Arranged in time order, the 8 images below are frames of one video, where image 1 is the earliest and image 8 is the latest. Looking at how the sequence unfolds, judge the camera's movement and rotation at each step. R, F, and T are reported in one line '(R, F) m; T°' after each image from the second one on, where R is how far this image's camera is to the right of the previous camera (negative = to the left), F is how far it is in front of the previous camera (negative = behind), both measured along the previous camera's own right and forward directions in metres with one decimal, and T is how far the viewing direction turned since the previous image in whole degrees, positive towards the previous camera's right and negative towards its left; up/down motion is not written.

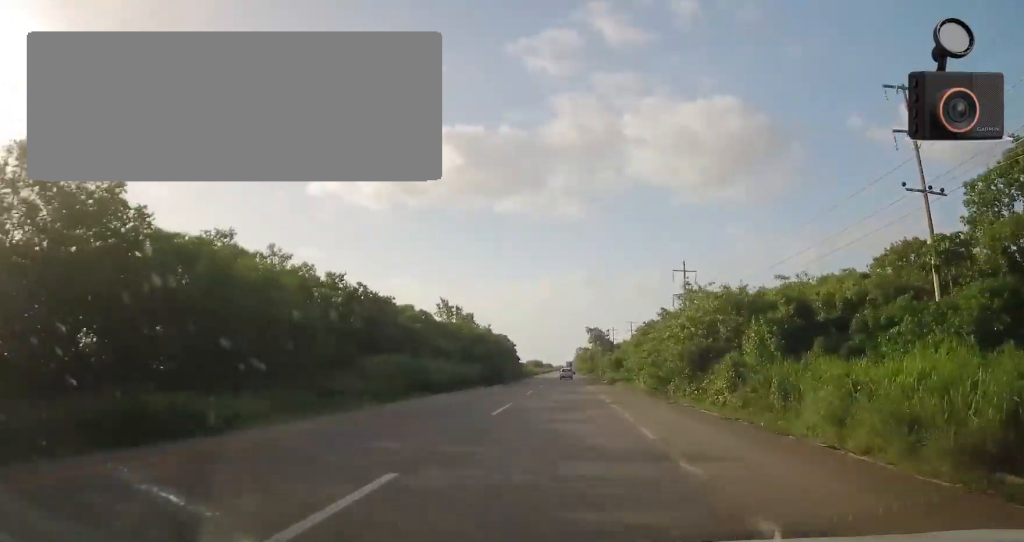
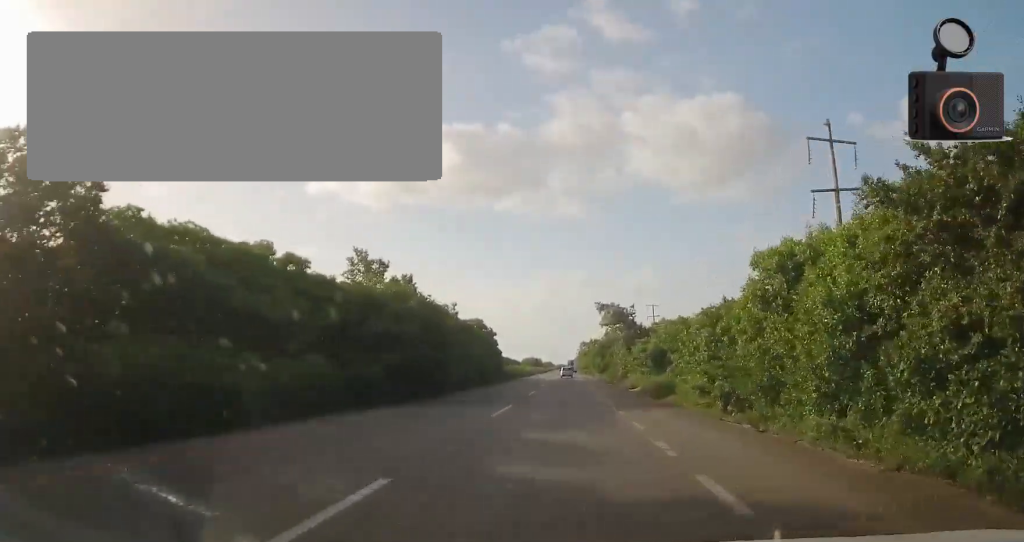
(-0.1, +29.9) m; 0°
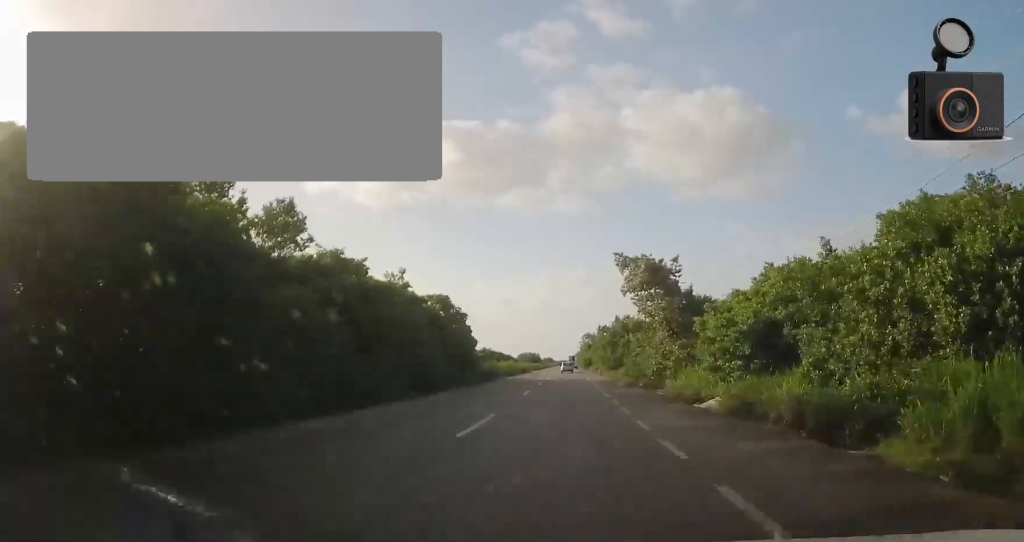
(+0.1, +20.5) m; 0°
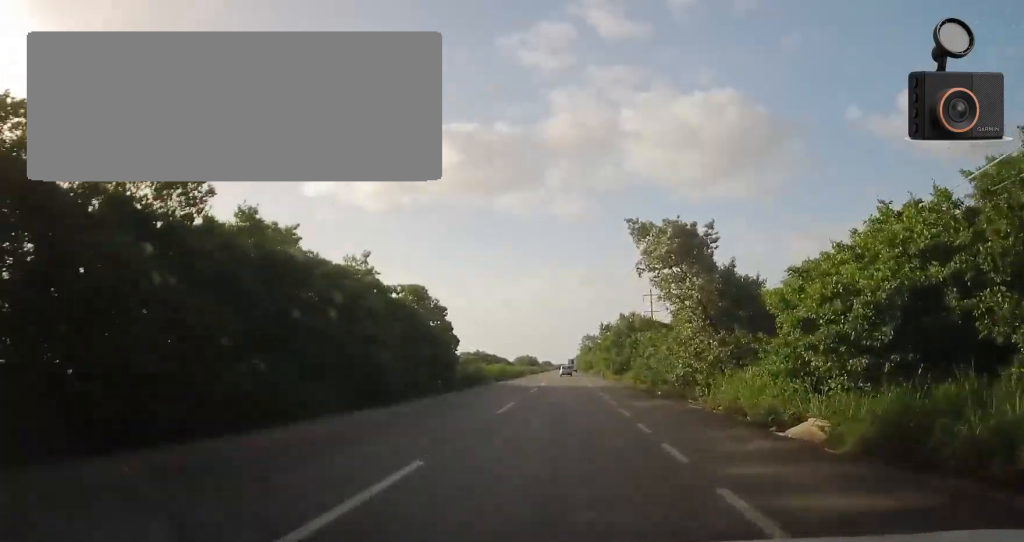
(0.0, +8.1) m; 0°
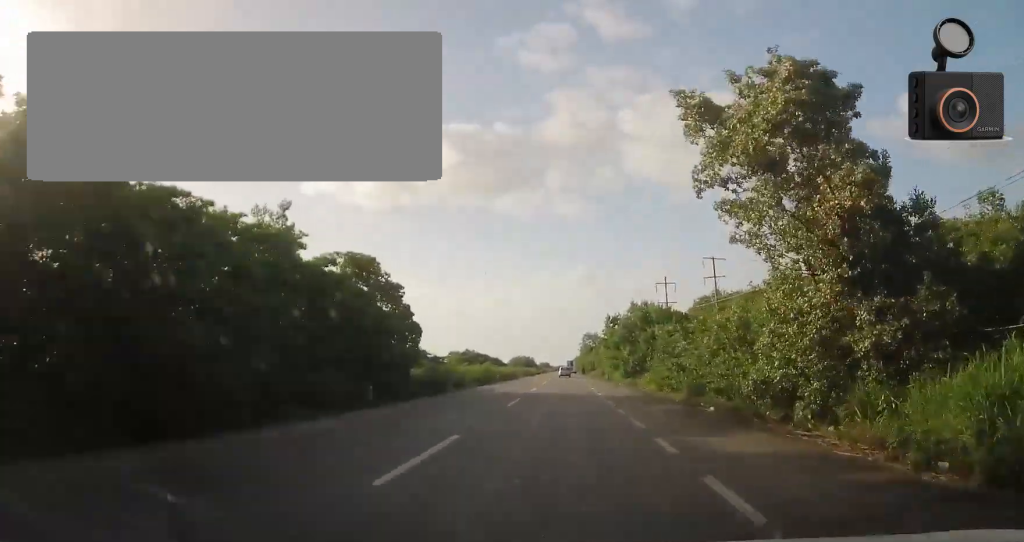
(0.0, +11.5) m; 0°
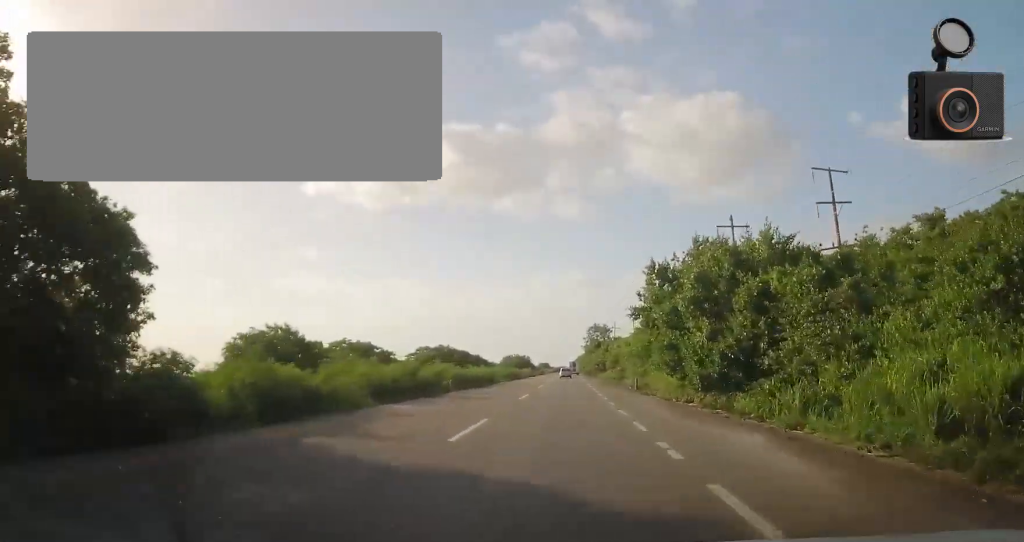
(-0.1, +25.0) m; +1°
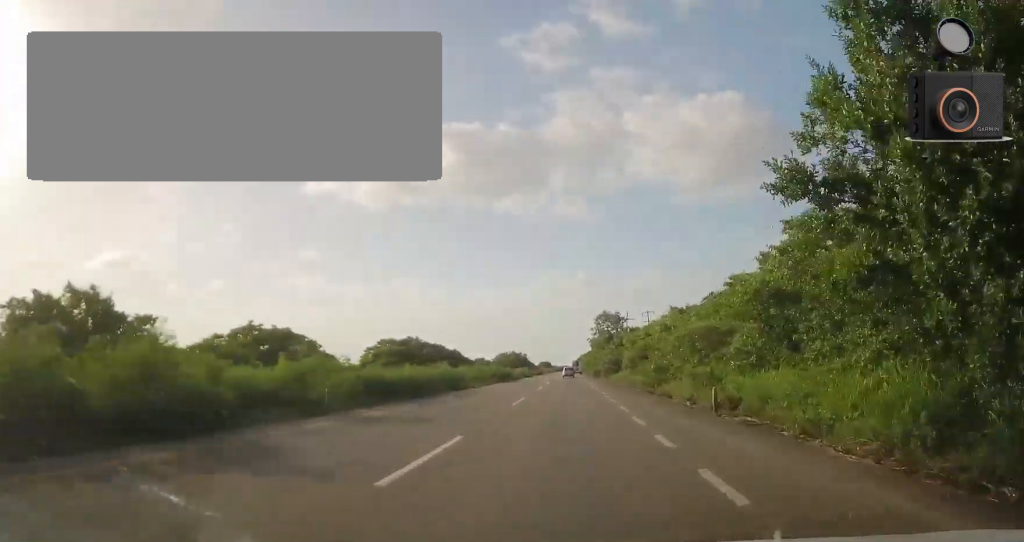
(+0.4, +19.4) m; +2°
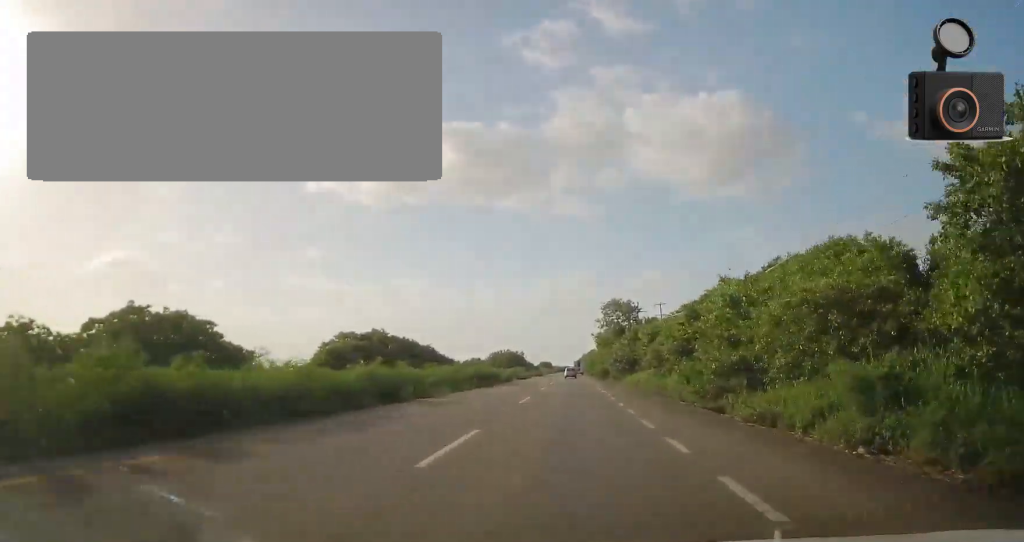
(+0.6, +13.4) m; 0°
